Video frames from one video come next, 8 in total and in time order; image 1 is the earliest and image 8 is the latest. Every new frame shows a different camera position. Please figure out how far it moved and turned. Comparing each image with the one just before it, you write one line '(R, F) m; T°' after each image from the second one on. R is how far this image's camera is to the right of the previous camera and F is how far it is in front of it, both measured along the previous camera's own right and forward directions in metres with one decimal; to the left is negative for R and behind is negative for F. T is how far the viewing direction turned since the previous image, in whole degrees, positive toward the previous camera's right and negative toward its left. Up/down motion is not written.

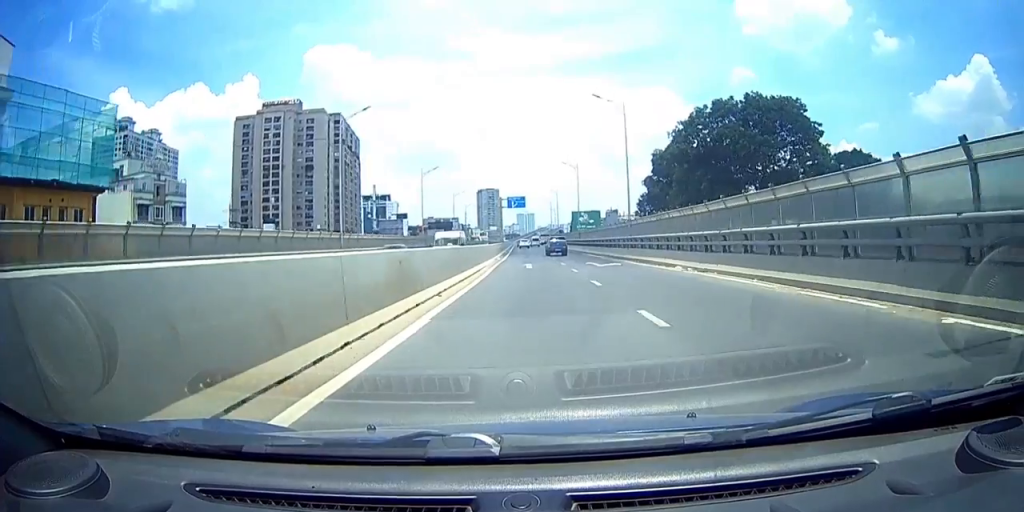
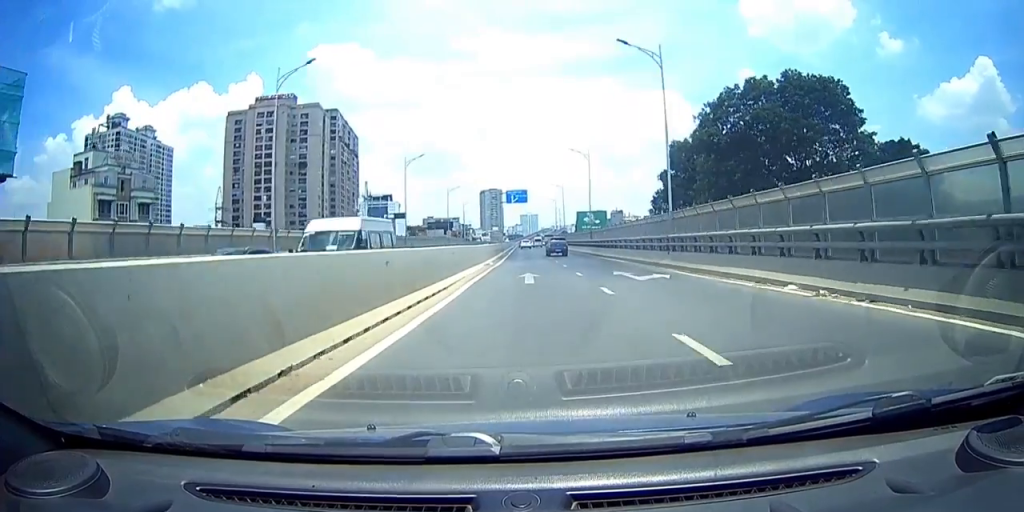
(-0.1, +11.1) m; 0°
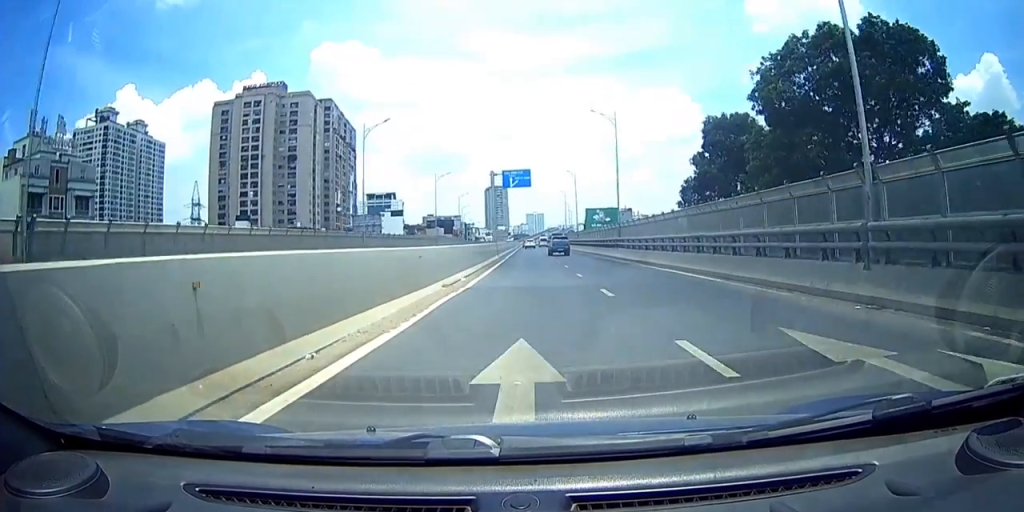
(-0.1, +17.0) m; 0°
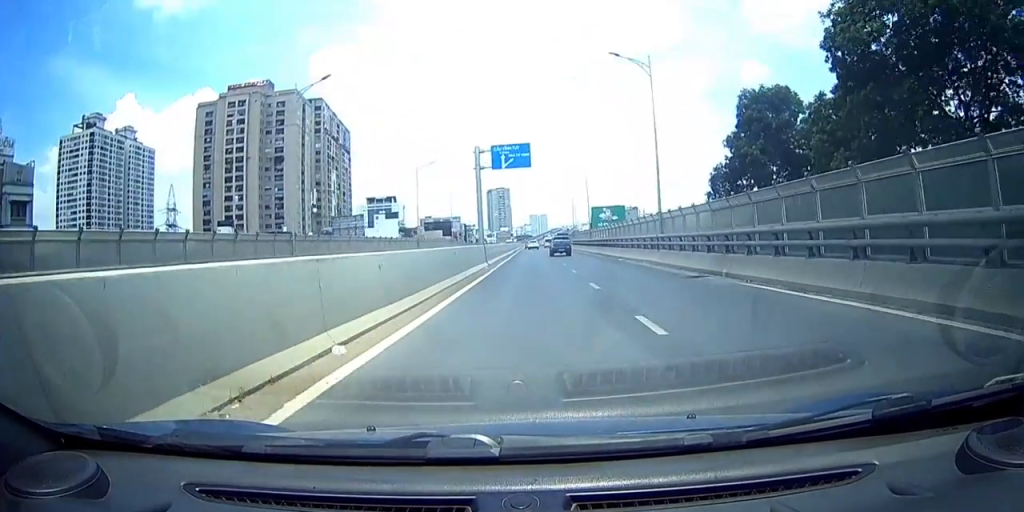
(0.0, +13.9) m; 0°
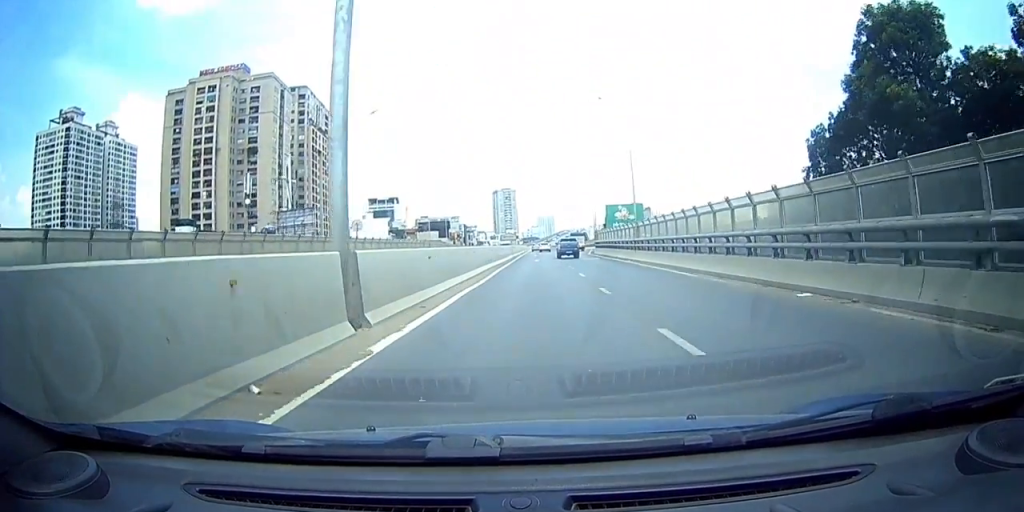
(-0.5, +24.3) m; -2°
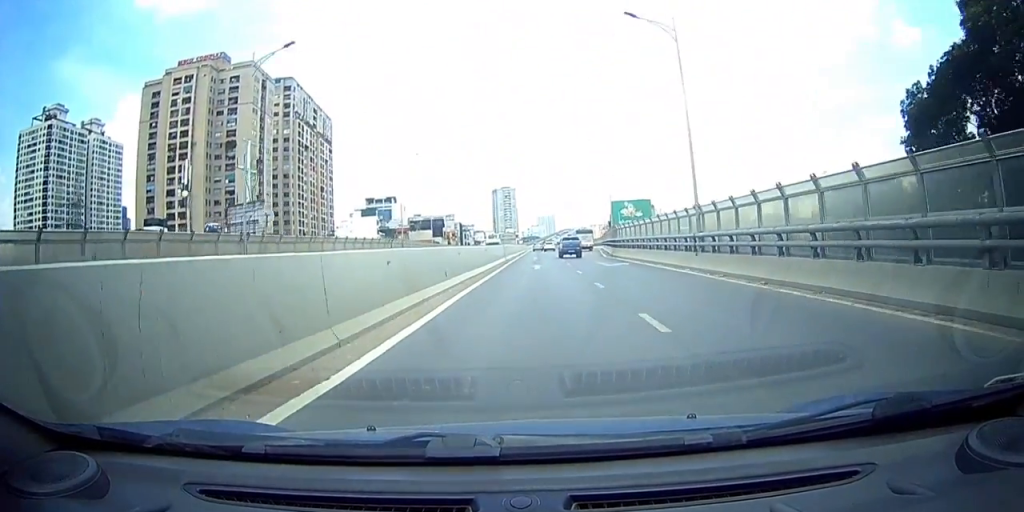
(-0.1, +13.3) m; -1°
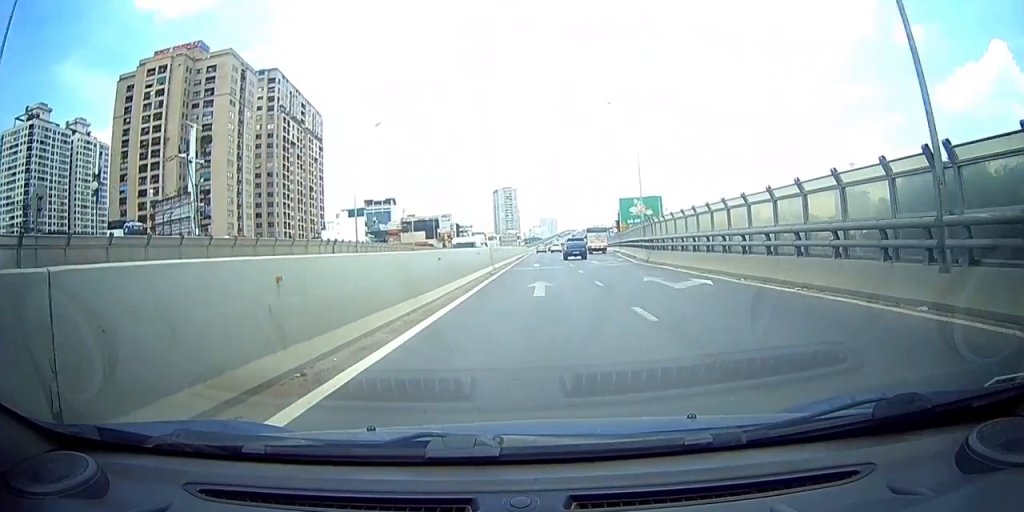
(-0.2, +14.1) m; -2°
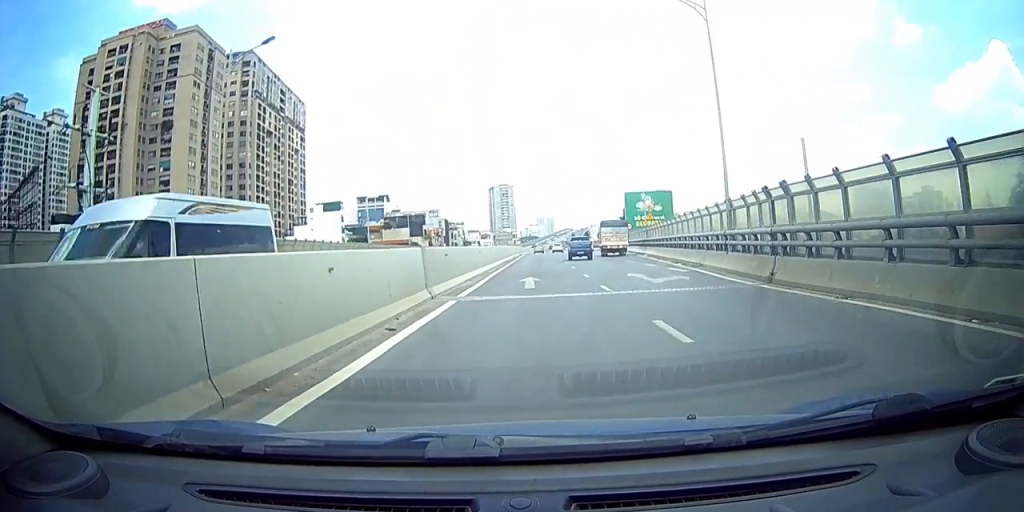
(-0.3, +17.9) m; 0°
